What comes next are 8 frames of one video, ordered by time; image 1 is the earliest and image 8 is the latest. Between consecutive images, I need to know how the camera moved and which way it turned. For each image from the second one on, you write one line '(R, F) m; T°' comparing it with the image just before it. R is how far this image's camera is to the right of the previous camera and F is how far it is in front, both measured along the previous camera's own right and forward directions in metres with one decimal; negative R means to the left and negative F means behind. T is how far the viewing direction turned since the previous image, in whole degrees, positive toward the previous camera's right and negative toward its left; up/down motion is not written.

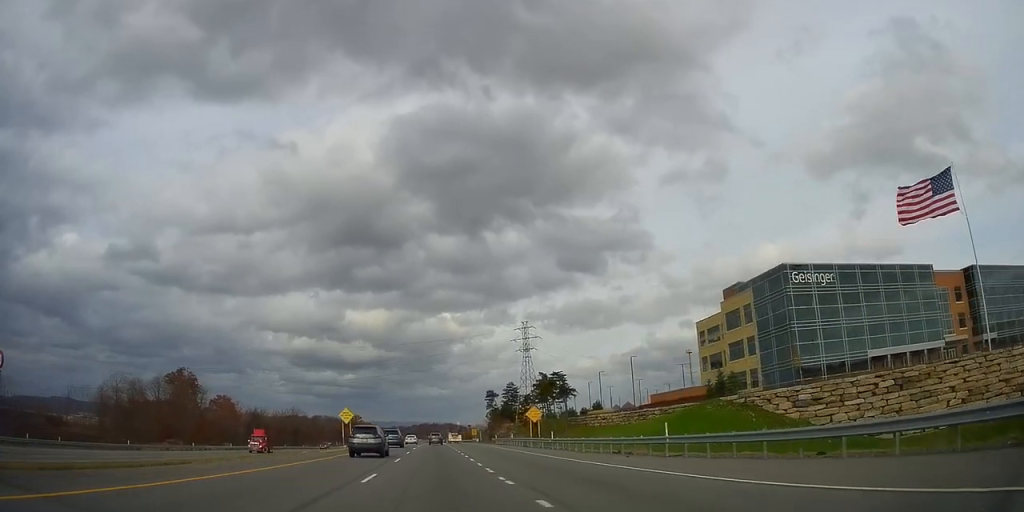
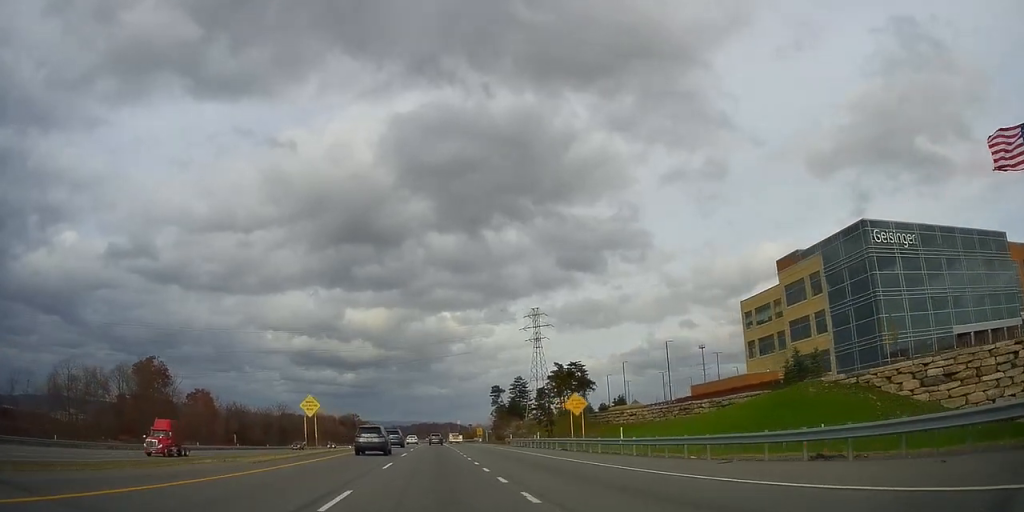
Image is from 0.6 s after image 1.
(+0.3, +17.5) m; 0°
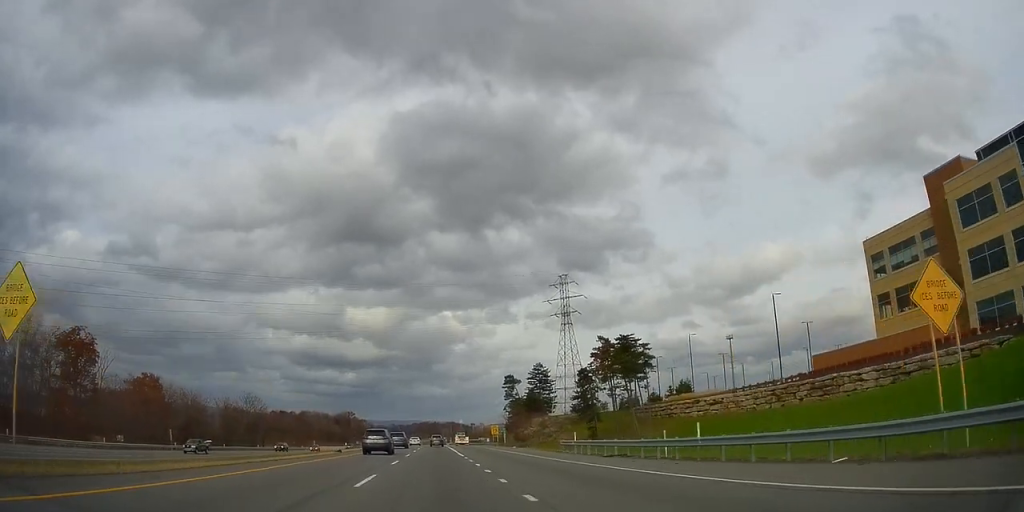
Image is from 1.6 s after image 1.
(-0.4, +32.0) m; -1°
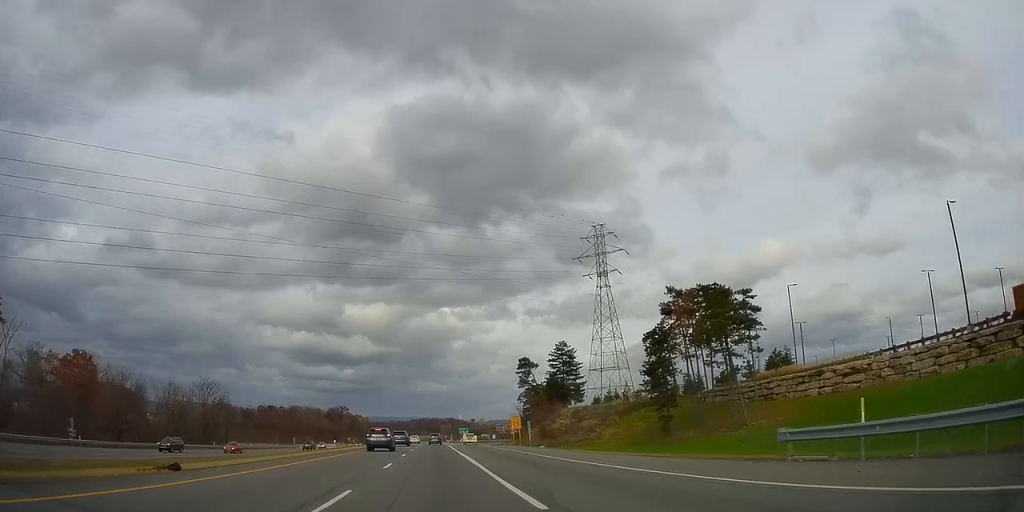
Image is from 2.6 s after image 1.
(0.0, +27.8) m; +1°
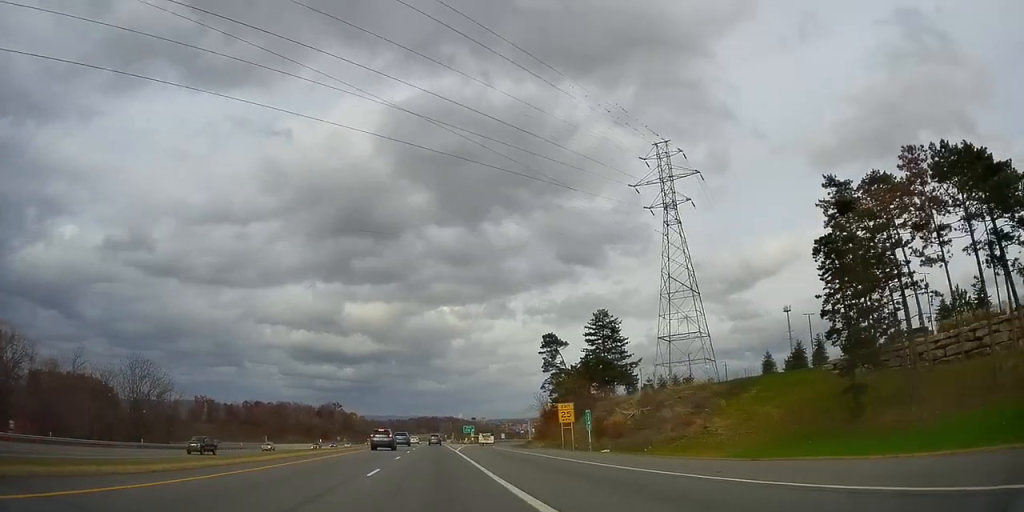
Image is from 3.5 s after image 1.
(+0.3, +28.9) m; 0°
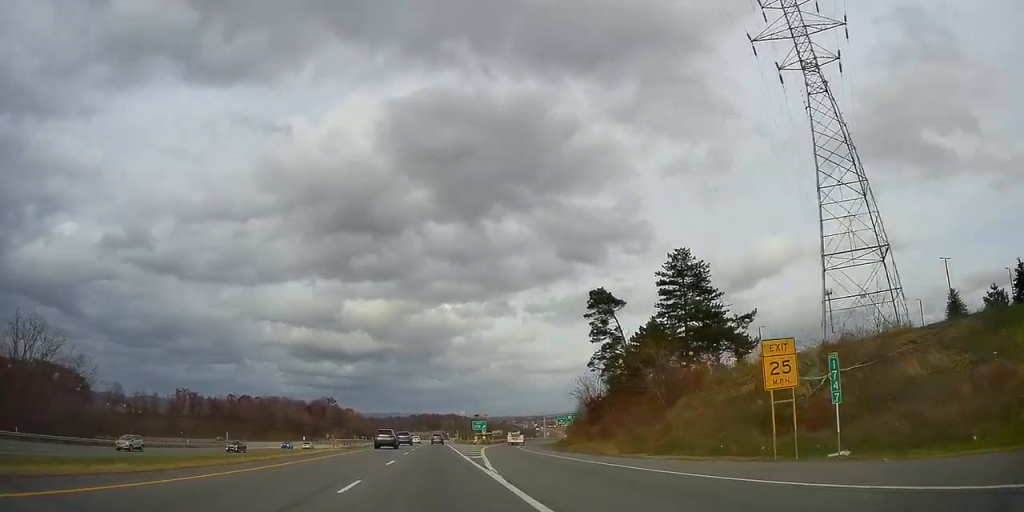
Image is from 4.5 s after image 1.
(-0.3, +29.6) m; 0°
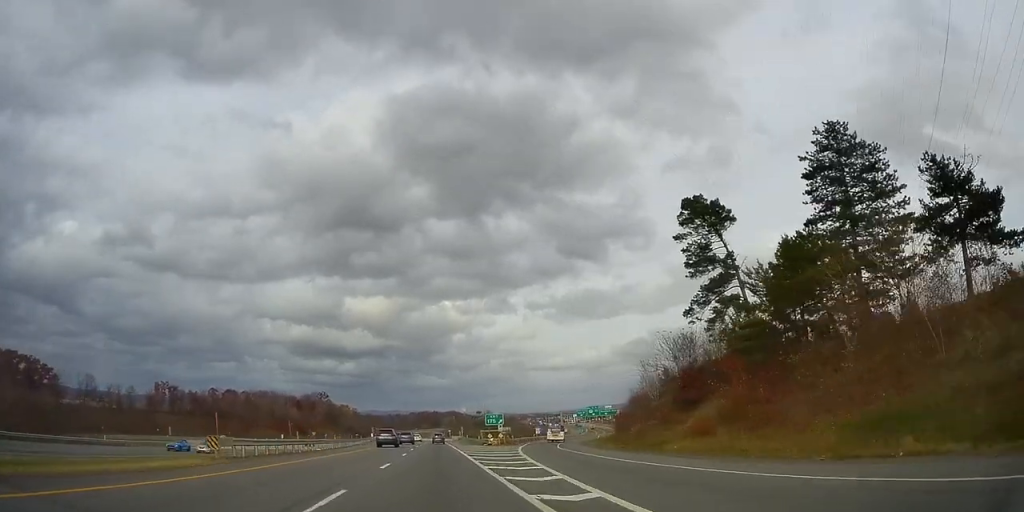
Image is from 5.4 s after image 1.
(+0.2, +27.5) m; -1°
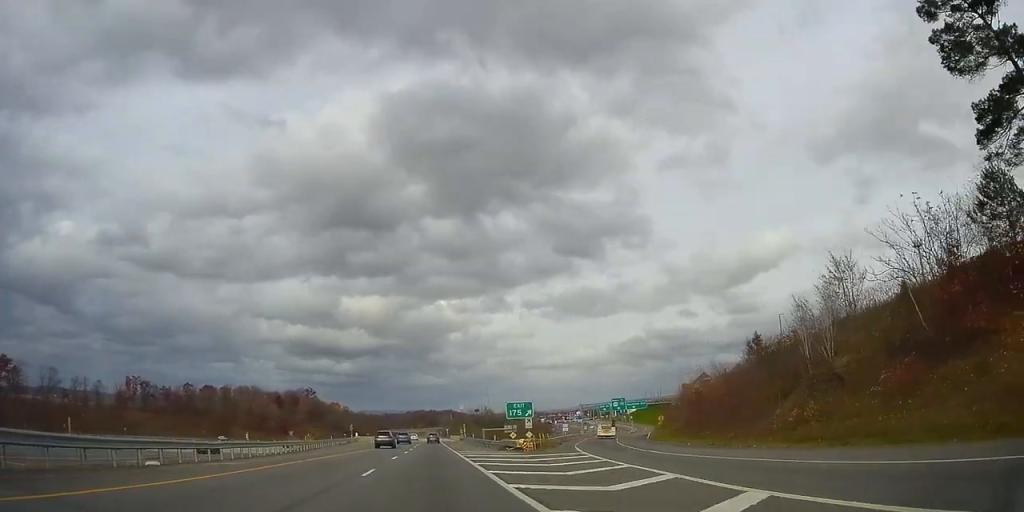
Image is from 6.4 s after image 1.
(-0.4, +28.2) m; 0°
